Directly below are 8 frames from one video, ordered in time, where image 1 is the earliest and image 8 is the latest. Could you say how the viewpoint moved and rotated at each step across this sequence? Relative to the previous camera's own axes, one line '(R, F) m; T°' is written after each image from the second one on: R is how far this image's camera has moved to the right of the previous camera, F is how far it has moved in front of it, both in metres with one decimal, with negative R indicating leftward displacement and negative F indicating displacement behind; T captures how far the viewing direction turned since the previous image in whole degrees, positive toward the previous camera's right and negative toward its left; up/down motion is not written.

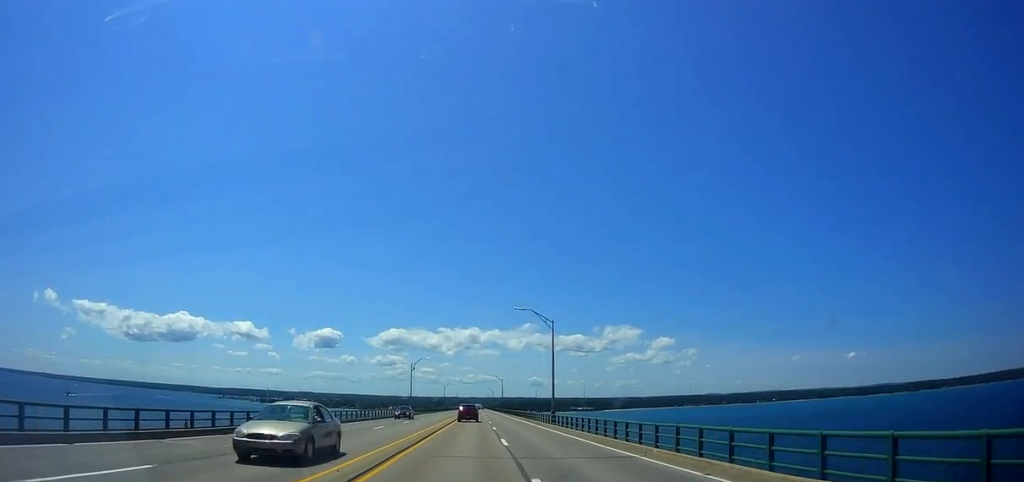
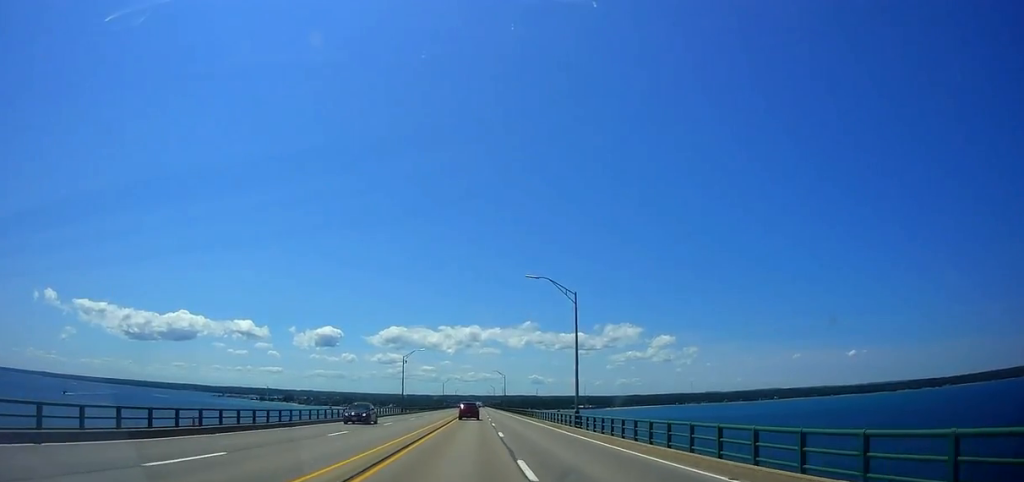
(+0.2, +11.3) m; -1°
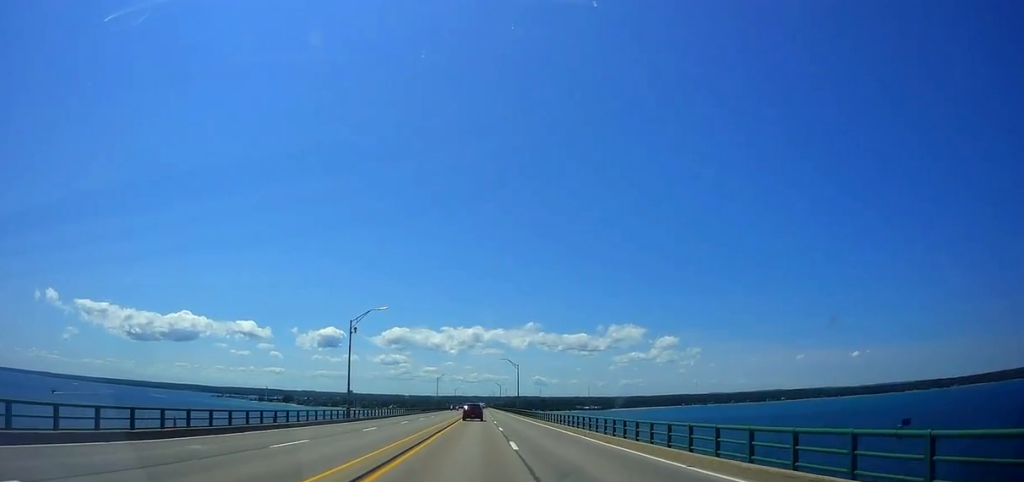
(-0.2, +37.6) m; +1°
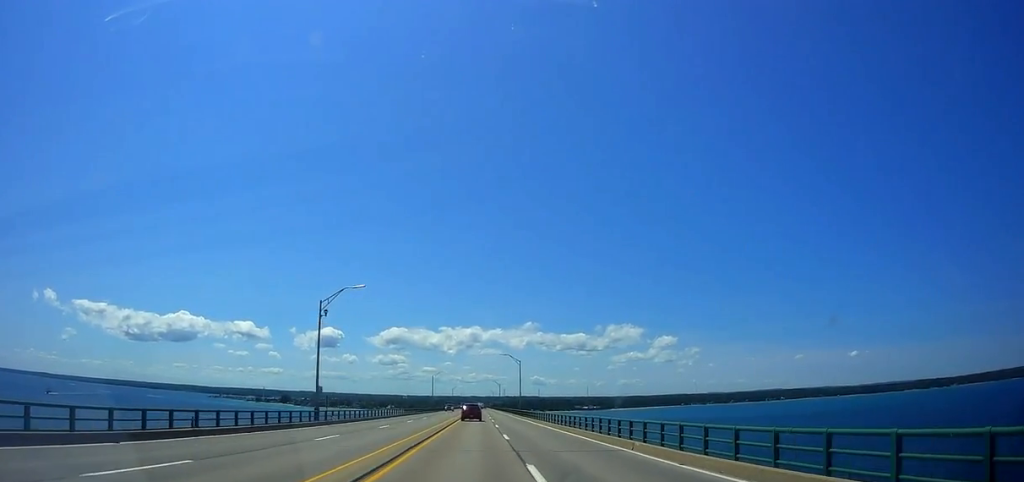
(+0.1, +9.2) m; 0°
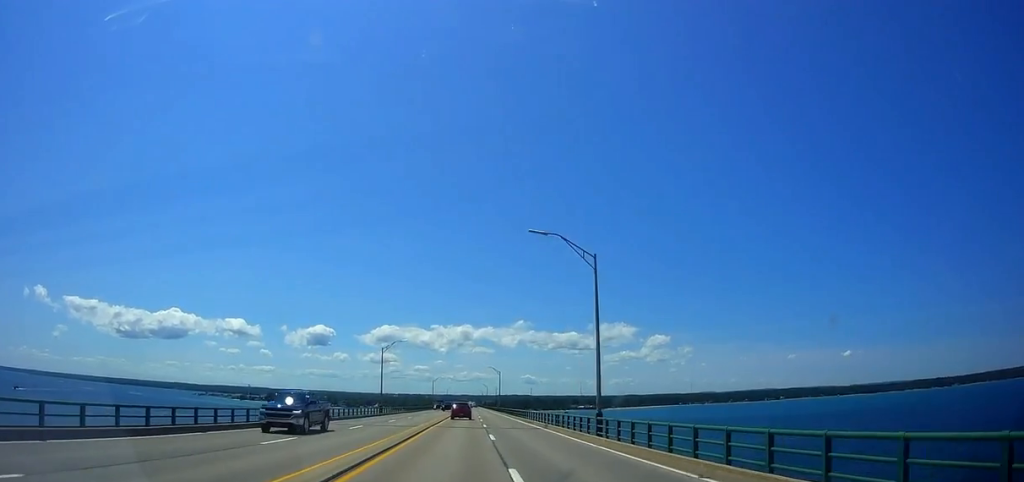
(-0.8, +62.3) m; 0°
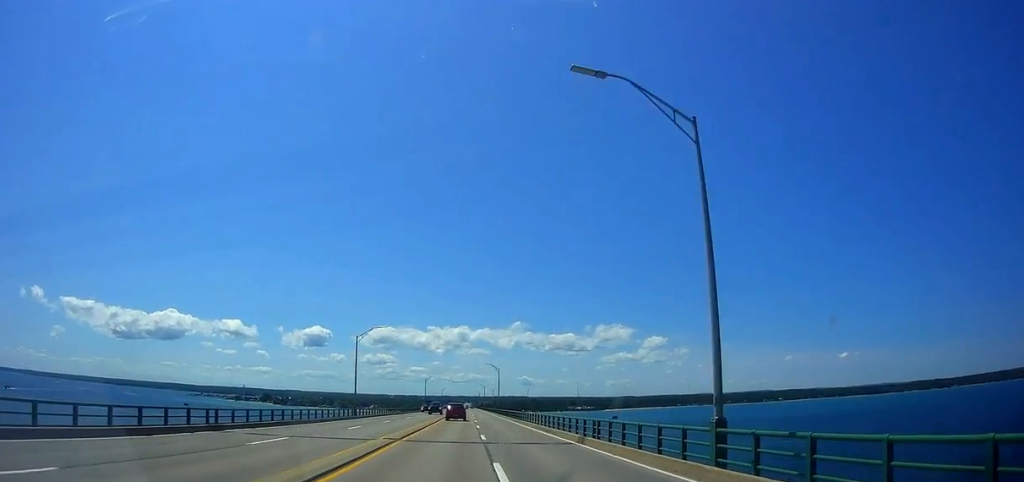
(-0.1, +13.5) m; 0°
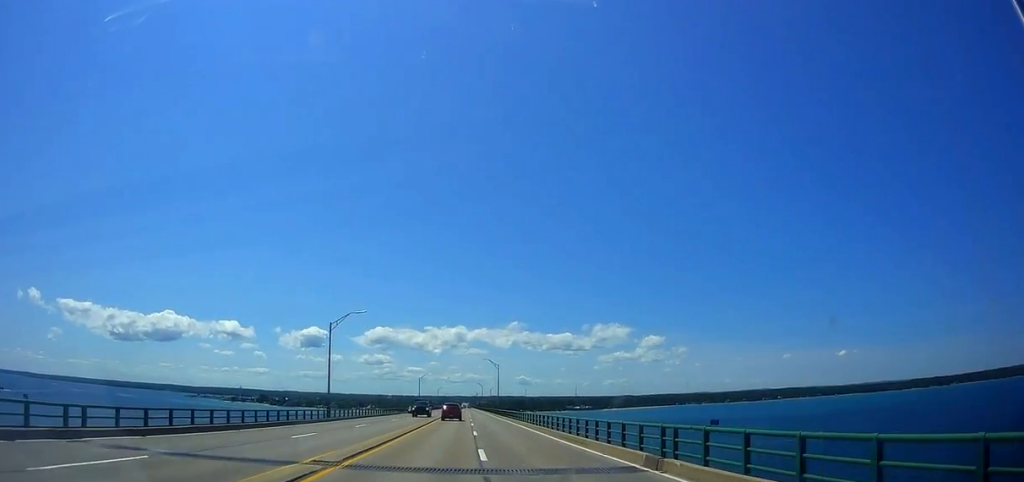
(0.0, +10.0) m; 0°
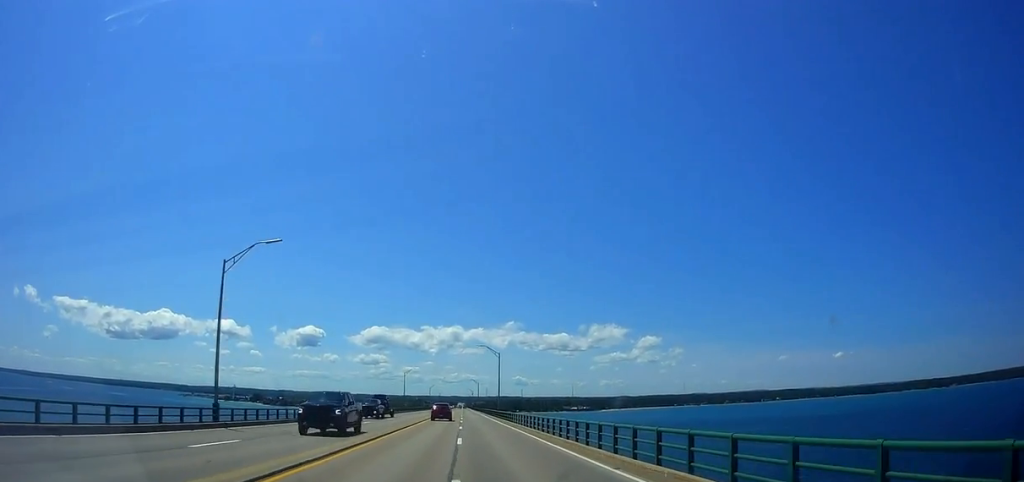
(+0.1, +21.6) m; 0°
